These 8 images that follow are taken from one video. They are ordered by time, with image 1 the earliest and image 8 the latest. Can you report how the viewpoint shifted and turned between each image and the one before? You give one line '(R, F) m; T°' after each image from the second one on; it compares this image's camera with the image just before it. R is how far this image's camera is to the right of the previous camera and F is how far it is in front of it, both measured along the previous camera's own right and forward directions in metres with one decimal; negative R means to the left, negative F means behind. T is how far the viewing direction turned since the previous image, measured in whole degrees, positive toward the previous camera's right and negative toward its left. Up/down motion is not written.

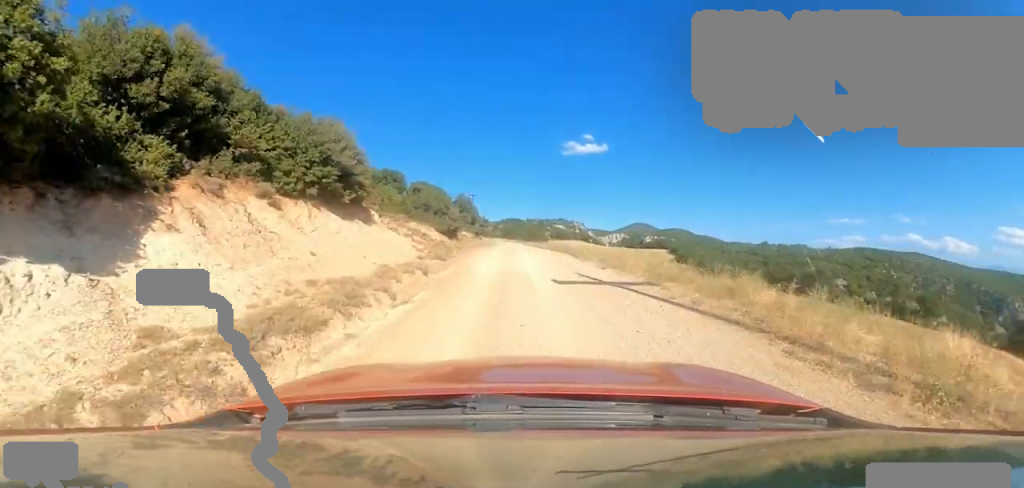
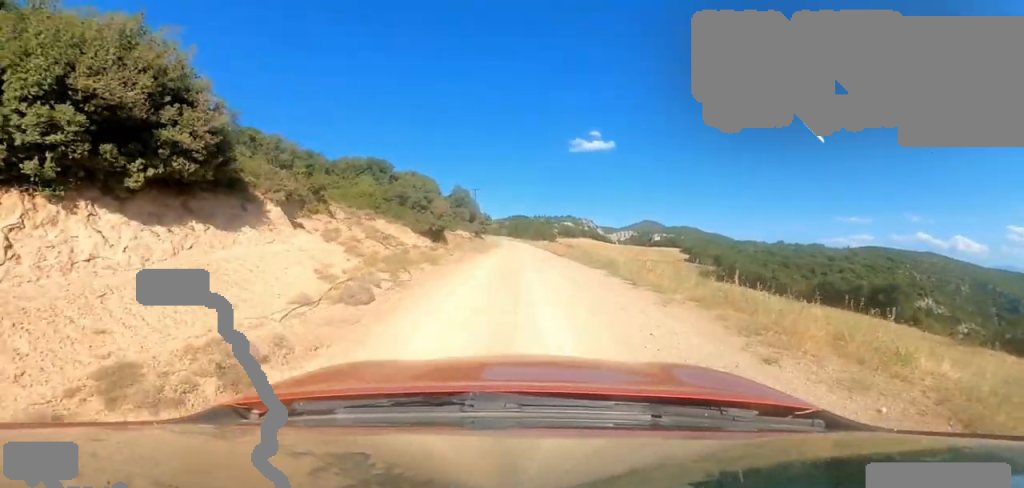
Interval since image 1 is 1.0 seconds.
(0.0, +7.4) m; 0°
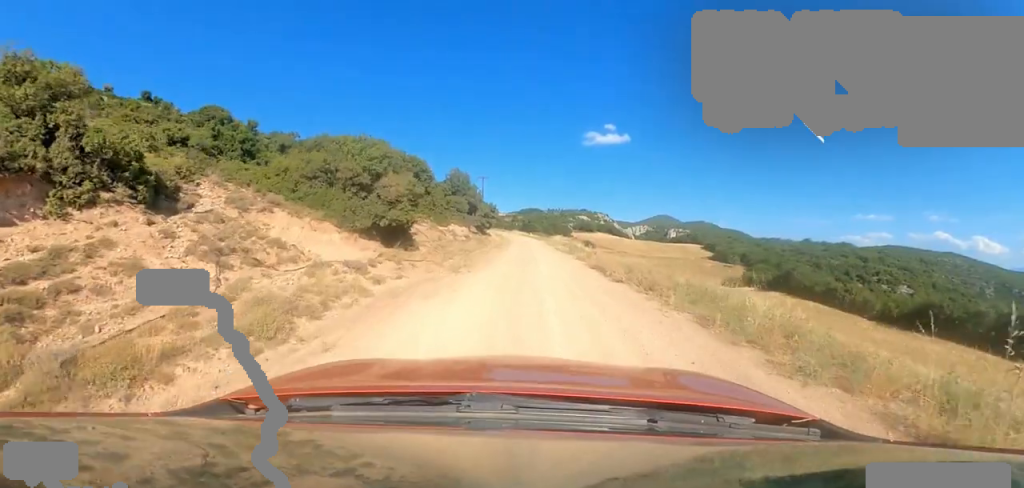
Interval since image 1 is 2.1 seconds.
(0.0, +9.2) m; 0°
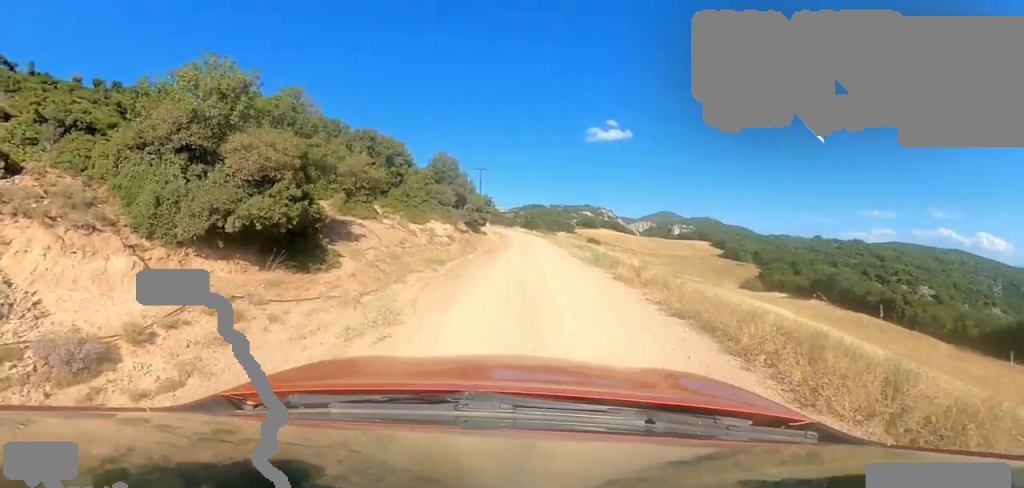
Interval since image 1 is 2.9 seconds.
(0.0, +6.6) m; 0°
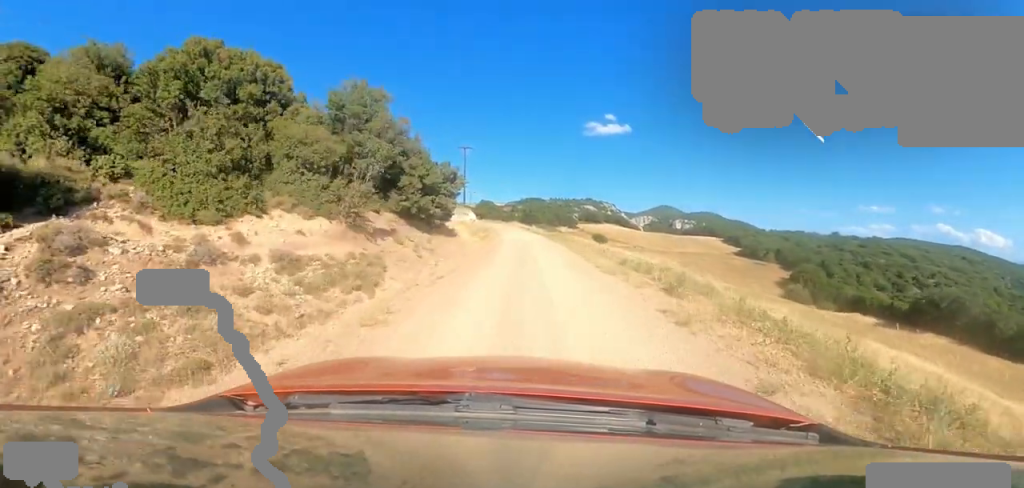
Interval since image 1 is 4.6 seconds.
(-0.5, +13.9) m; -3°
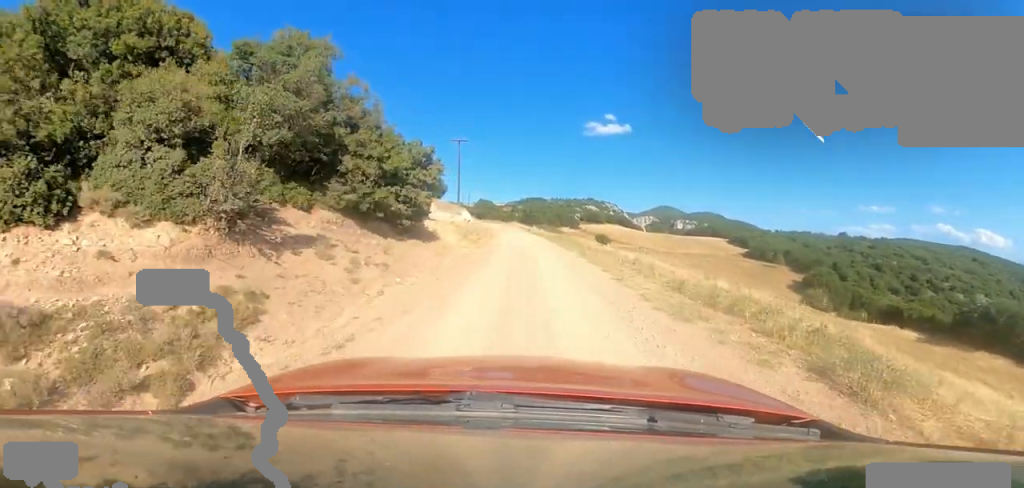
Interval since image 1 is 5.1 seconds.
(-0.1, +4.4) m; 0°
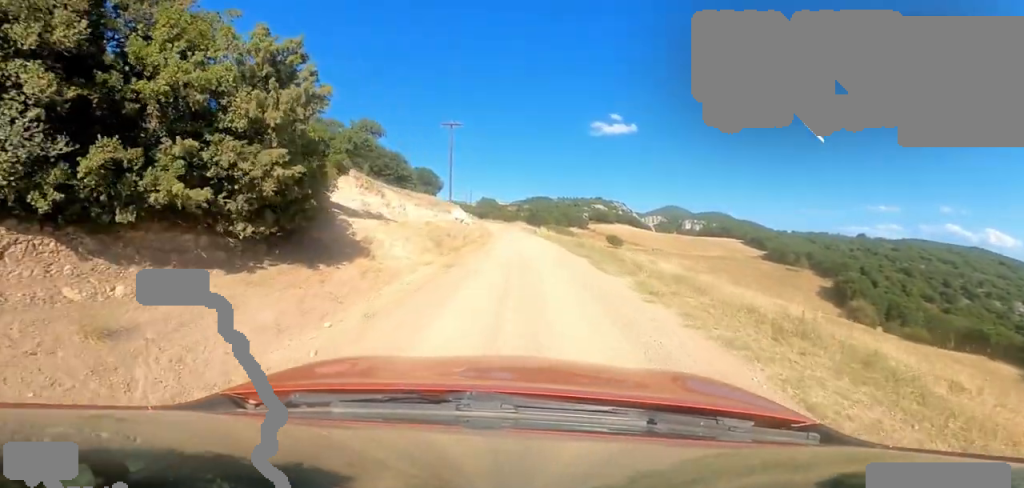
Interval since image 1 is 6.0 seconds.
(+0.3, +7.5) m; +1°
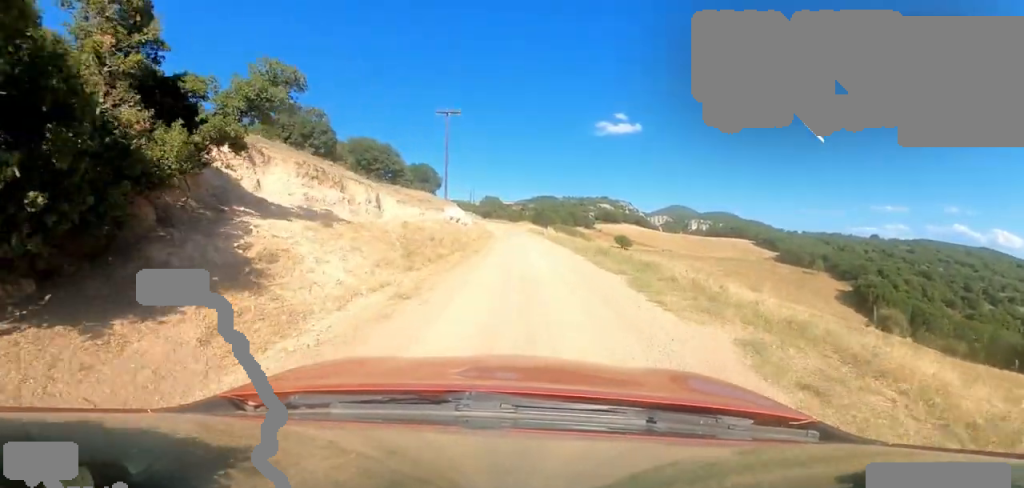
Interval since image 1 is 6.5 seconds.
(0.0, +4.0) m; -5°
